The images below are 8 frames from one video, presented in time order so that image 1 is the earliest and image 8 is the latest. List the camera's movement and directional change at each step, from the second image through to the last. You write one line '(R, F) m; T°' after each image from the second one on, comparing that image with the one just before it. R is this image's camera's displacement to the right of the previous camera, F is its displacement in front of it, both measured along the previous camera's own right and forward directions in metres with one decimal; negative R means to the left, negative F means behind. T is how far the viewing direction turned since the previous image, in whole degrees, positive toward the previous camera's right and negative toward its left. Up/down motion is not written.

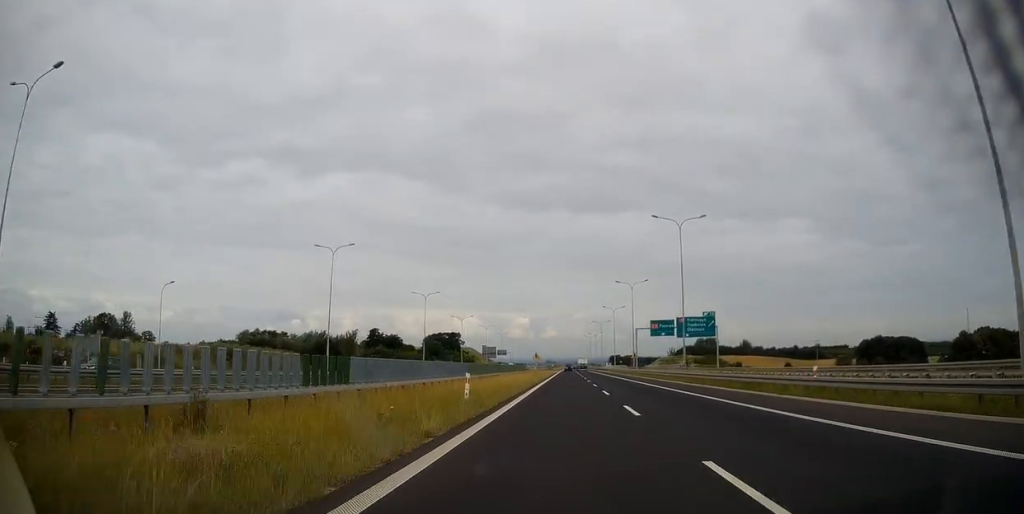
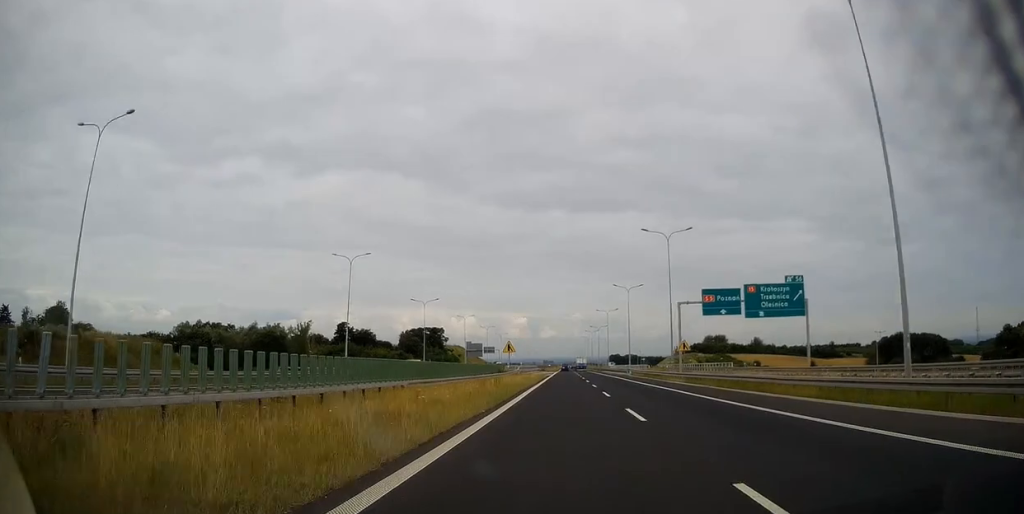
(+0.1, +37.4) m; 0°
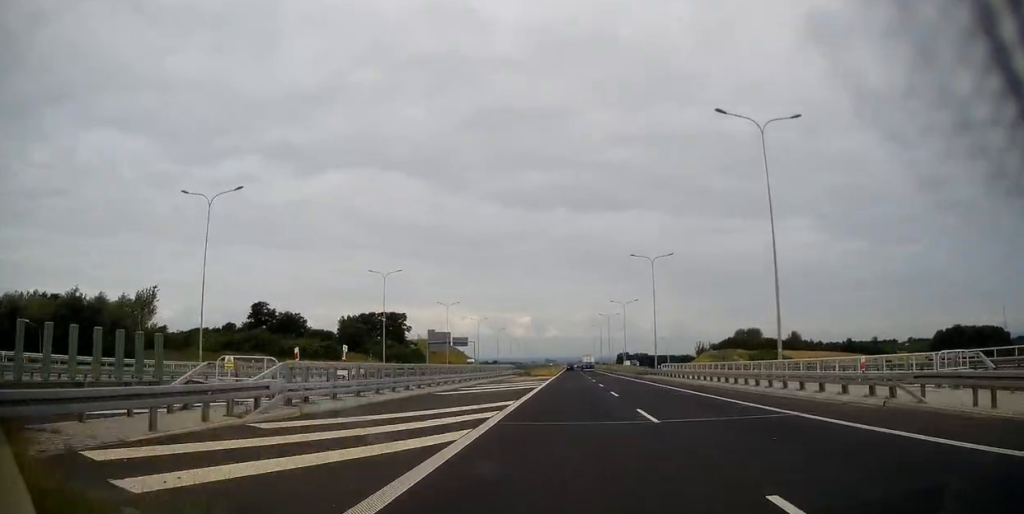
(+0.1, +72.4) m; 0°
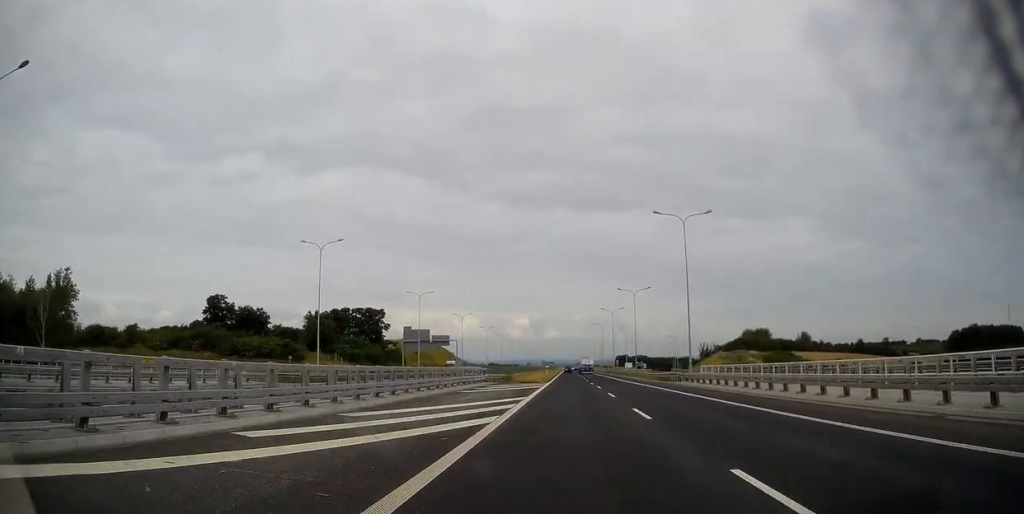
(0.0, +22.1) m; 0°
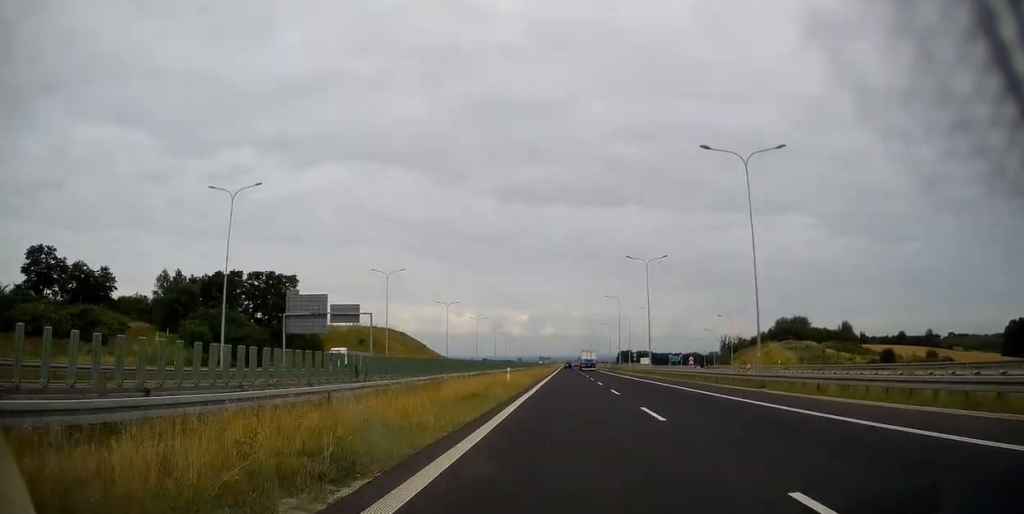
(-0.1, +61.6) m; 0°
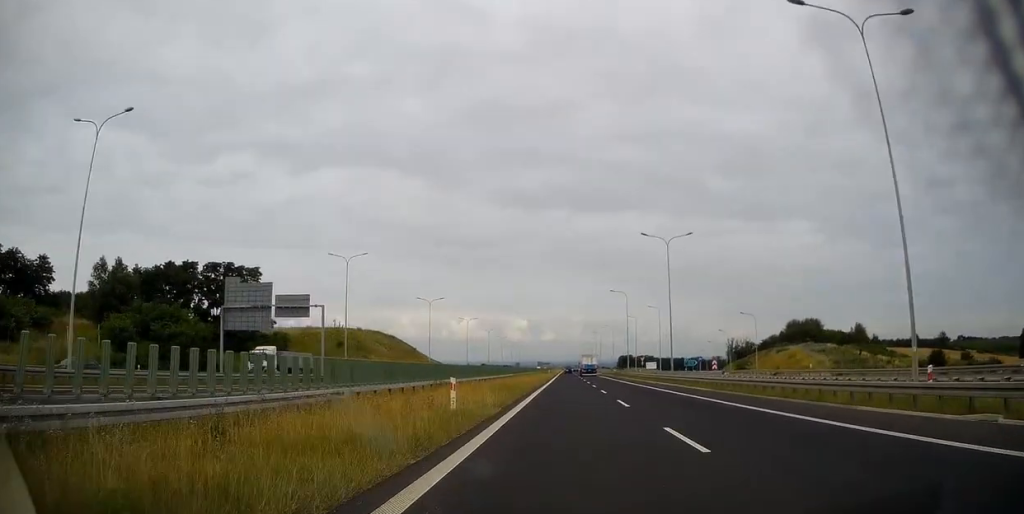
(0.0, +16.2) m; 0°
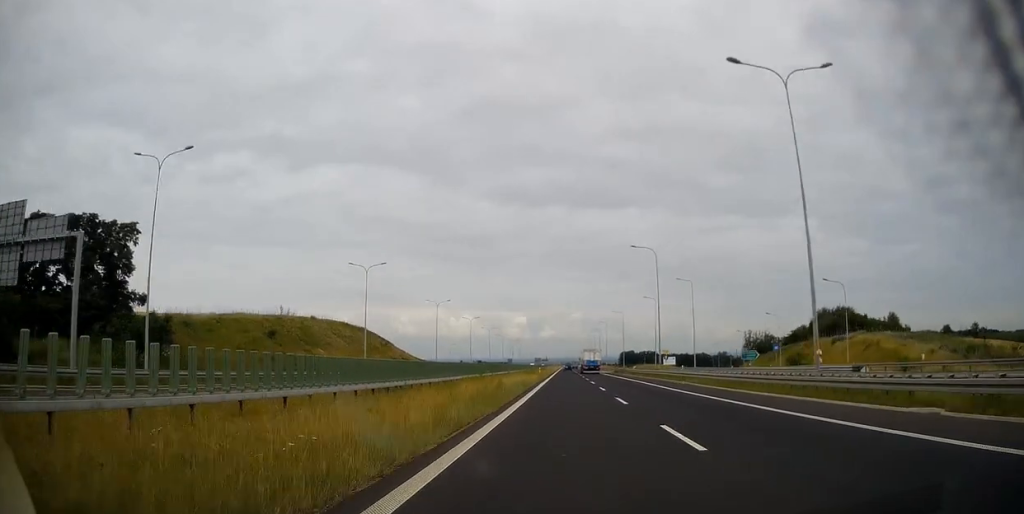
(0.0, +36.0) m; 0°
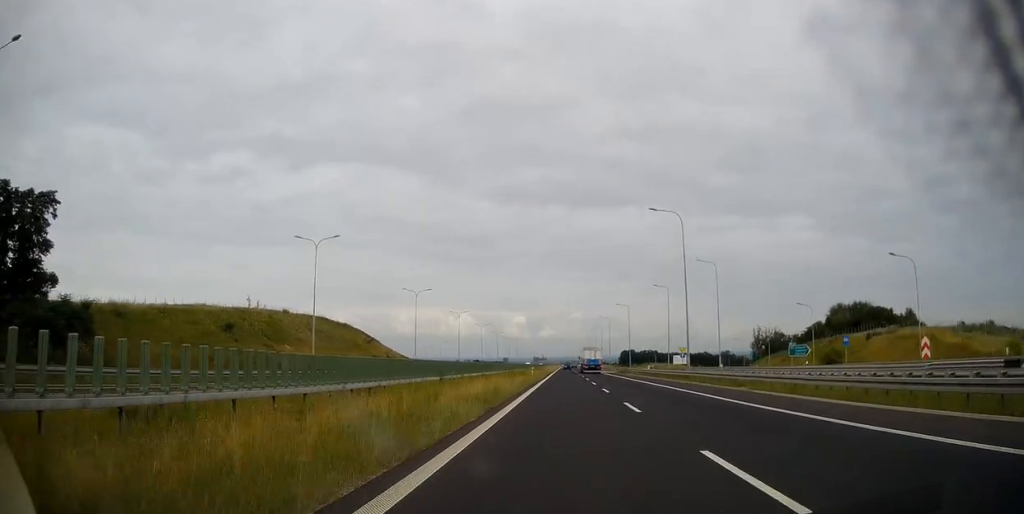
(0.0, +16.2) m; 0°
